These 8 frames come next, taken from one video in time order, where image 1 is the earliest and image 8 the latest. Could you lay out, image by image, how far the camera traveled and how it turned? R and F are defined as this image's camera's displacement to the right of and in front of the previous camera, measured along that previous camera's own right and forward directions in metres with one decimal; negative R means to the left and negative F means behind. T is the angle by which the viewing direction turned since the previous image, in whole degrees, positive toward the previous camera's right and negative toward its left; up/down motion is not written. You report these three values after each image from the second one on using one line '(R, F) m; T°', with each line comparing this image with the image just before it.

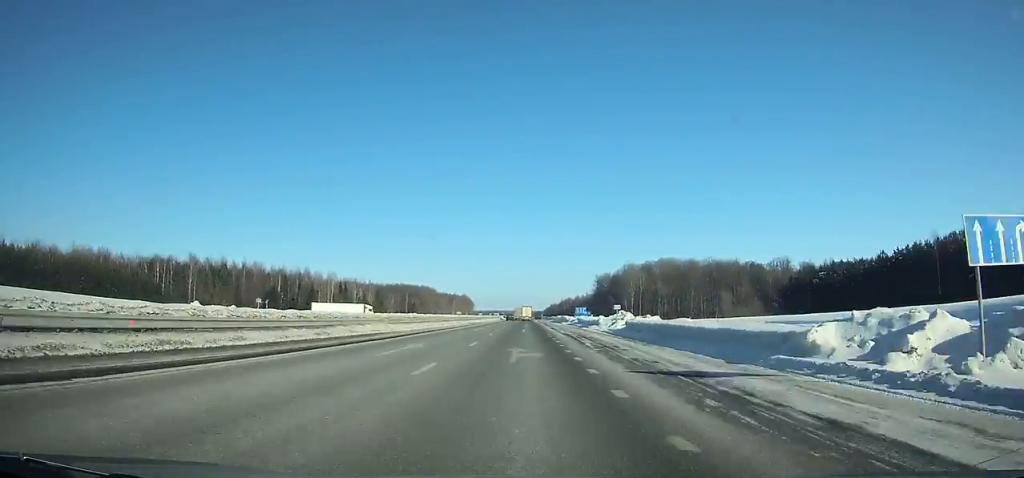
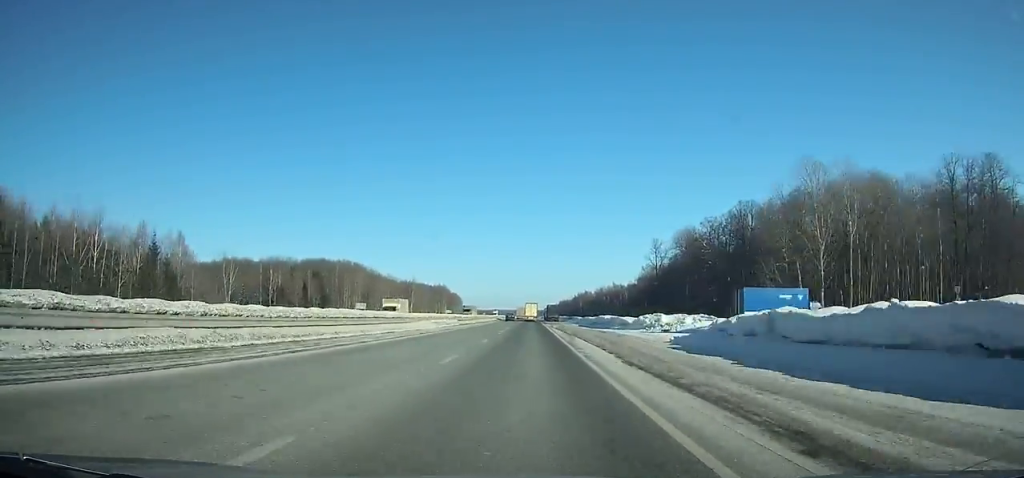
(+0.2, +142.0) m; 0°
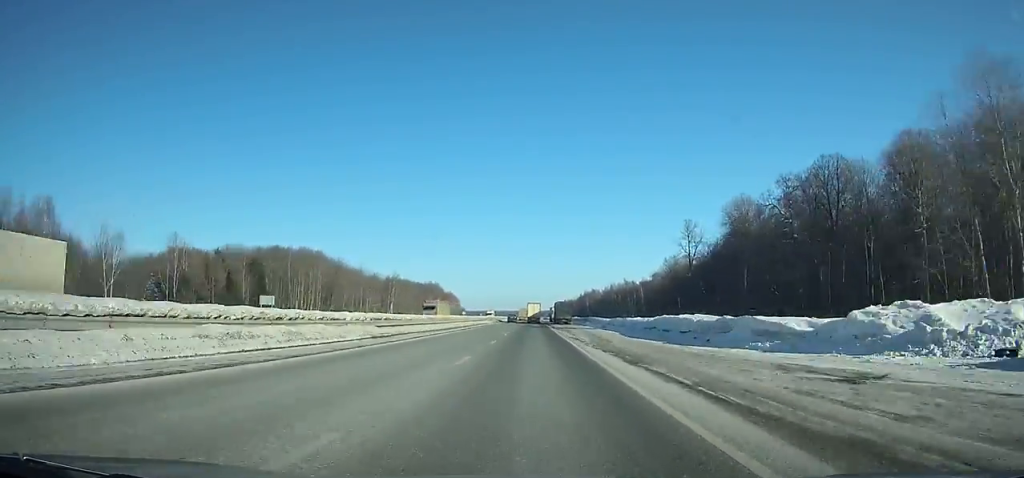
(-0.1, +35.8) m; 0°
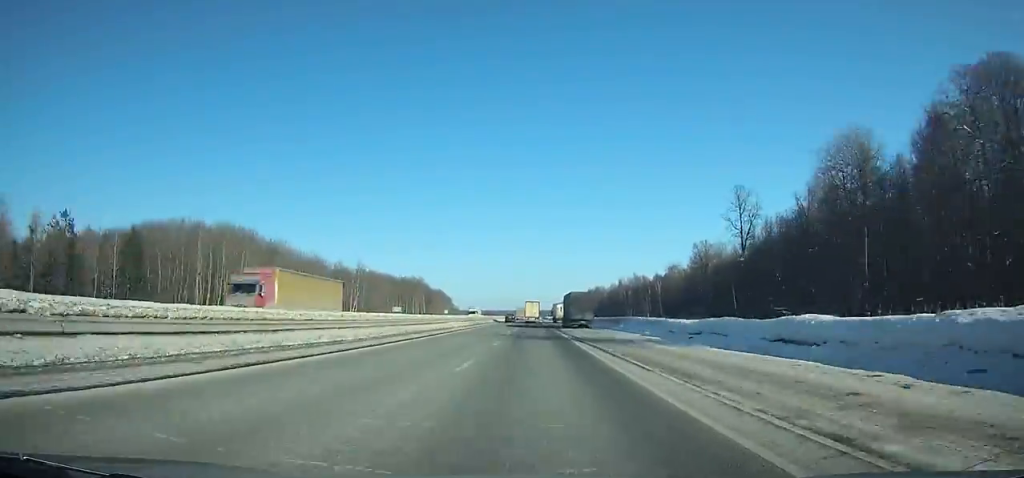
(0.0, +39.0) m; 0°
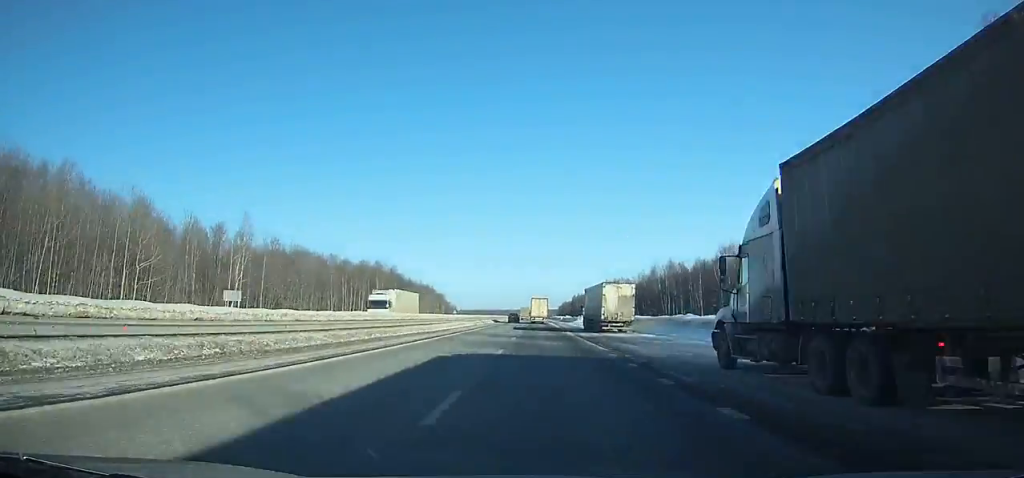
(-0.2, +66.2) m; 0°
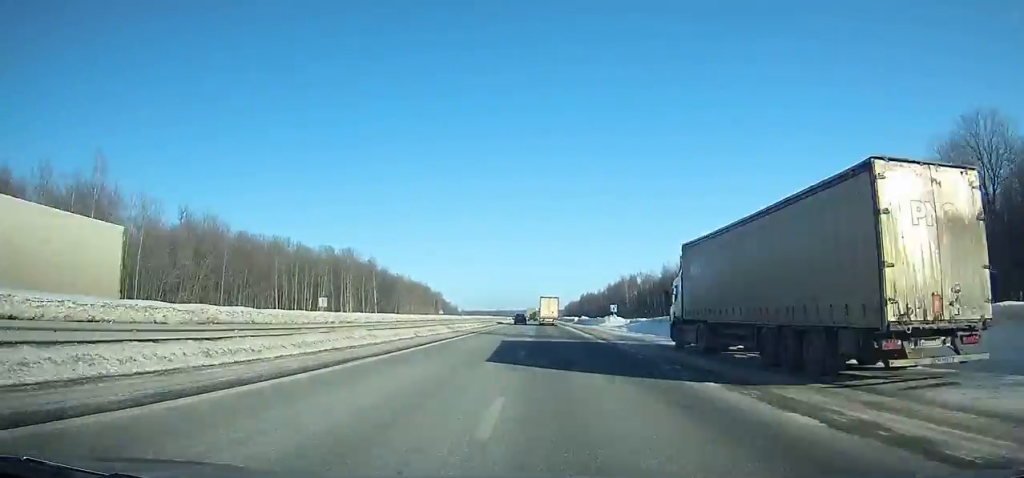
(-0.3, +36.3) m; 0°
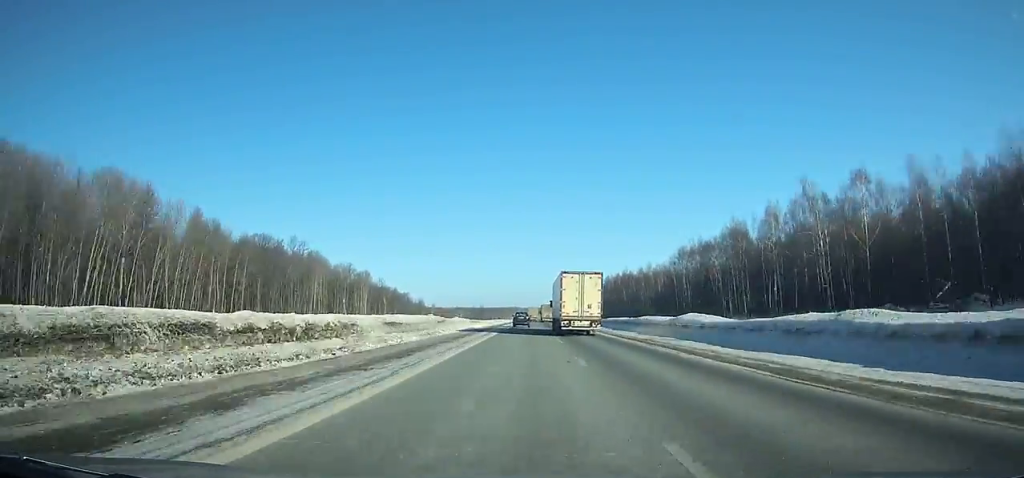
(+0.9, +167.9) m; +1°
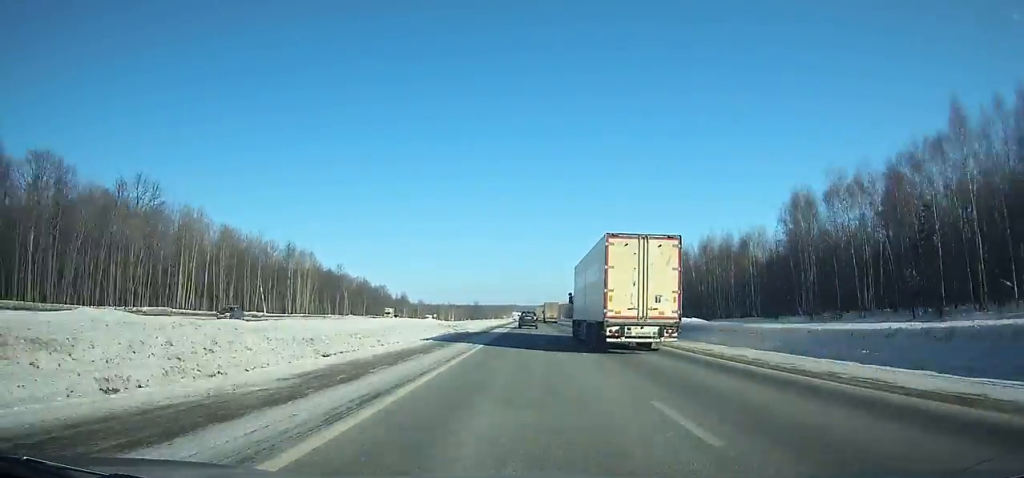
(+0.2, +67.8) m; 0°
